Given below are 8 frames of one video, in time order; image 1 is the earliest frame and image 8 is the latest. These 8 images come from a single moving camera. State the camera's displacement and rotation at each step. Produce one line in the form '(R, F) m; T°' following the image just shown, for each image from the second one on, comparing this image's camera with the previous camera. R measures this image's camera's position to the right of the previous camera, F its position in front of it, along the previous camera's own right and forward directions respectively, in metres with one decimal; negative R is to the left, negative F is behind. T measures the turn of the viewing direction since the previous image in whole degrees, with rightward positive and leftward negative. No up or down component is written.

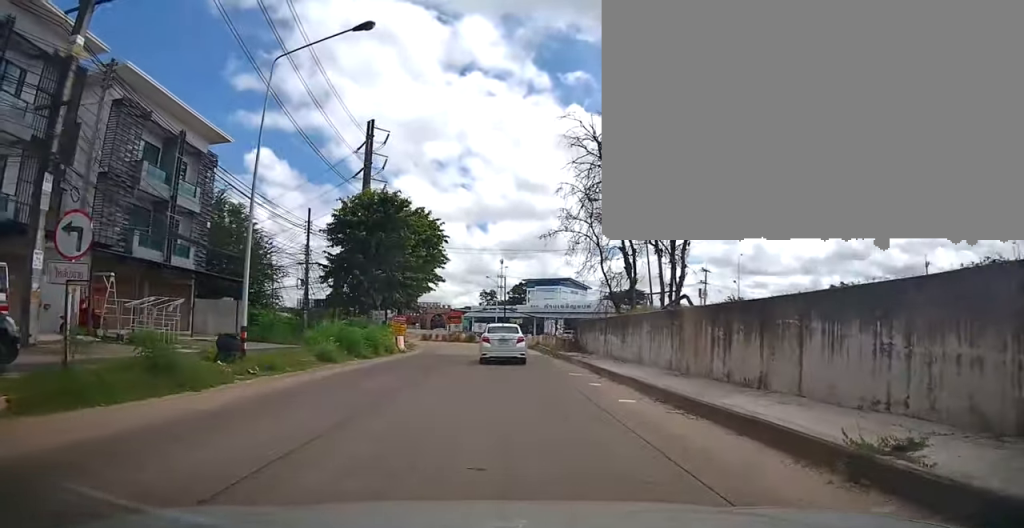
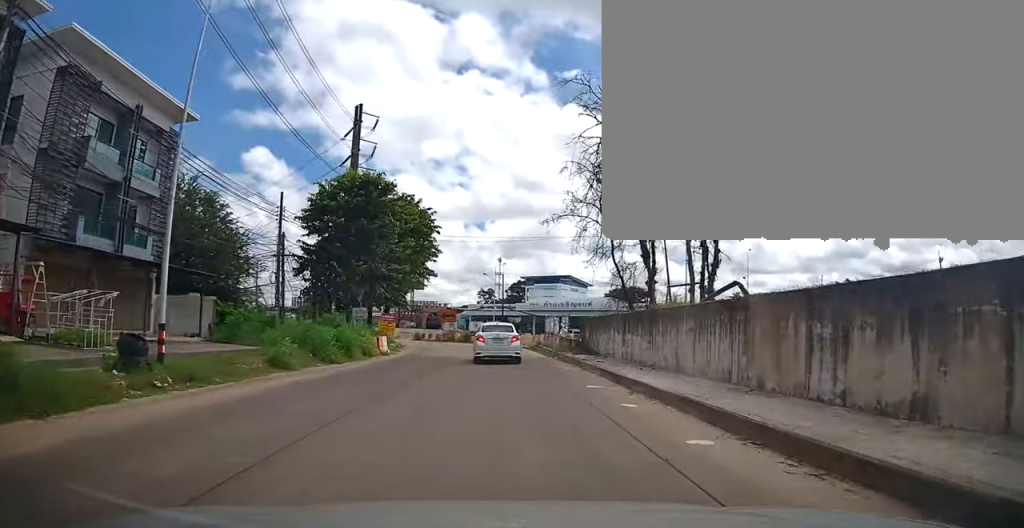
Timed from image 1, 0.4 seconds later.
(-0.1, +3.9) m; 0°
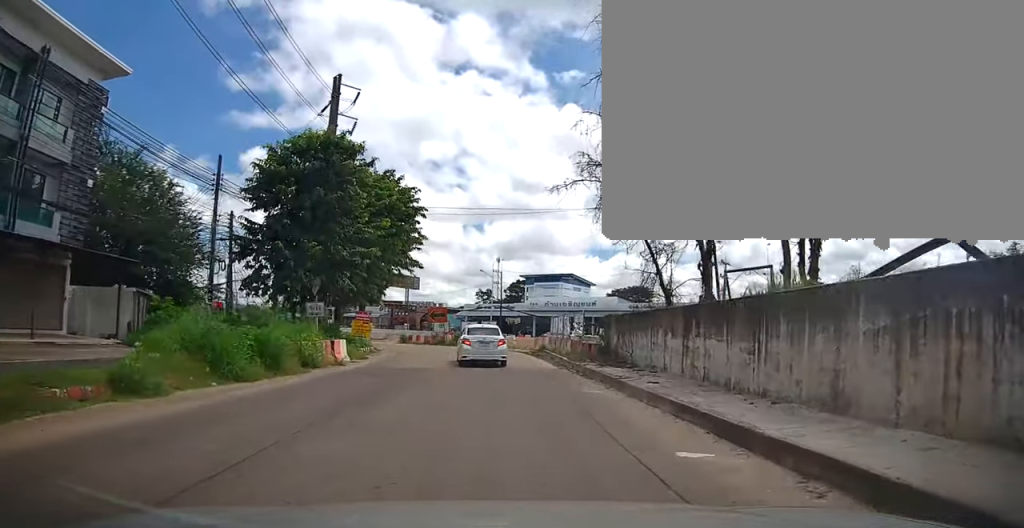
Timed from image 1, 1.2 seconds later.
(0.0, +6.6) m; 0°
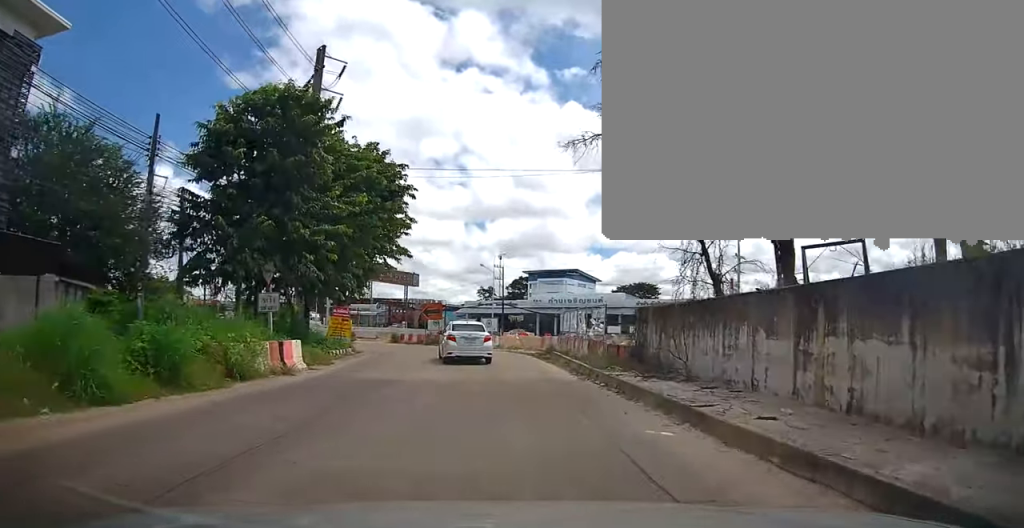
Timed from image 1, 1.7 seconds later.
(+0.1, +4.9) m; 0°
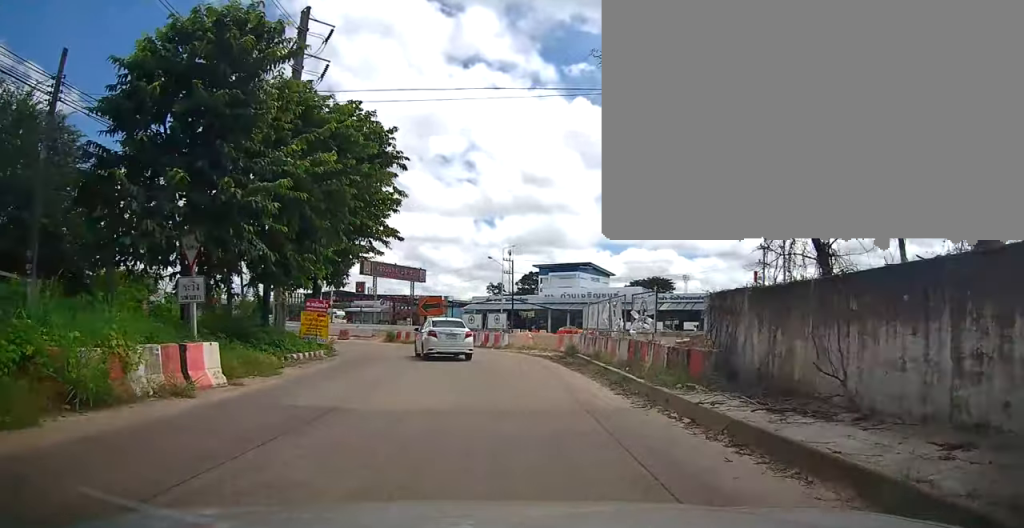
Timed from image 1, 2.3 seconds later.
(-0.1, +5.2) m; 0°
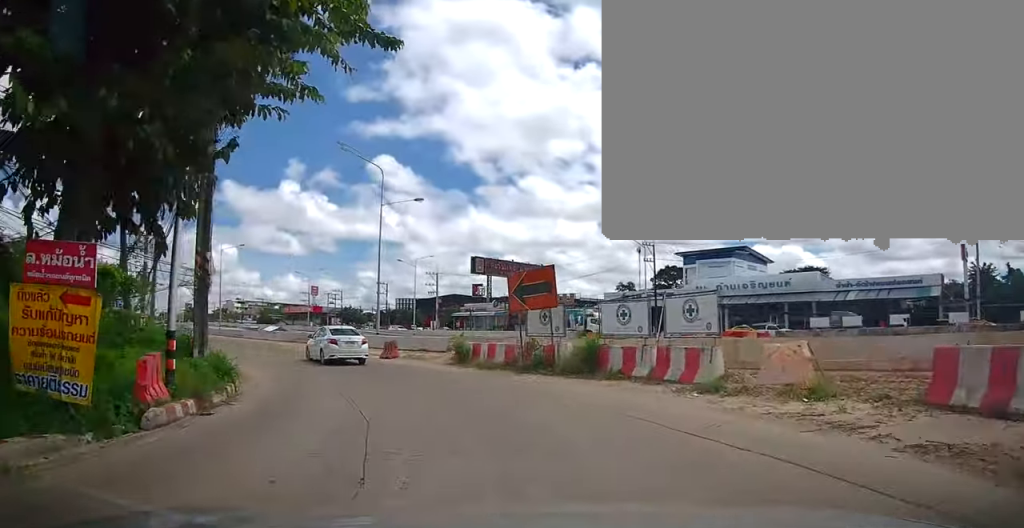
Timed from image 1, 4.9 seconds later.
(-0.8, +19.6) m; -11°
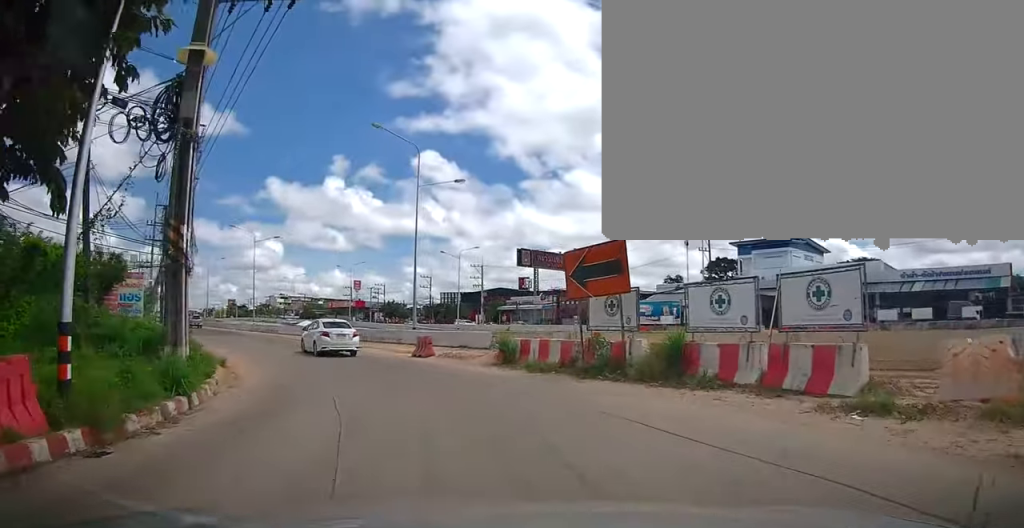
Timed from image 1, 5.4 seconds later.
(-0.2, +3.6) m; -5°
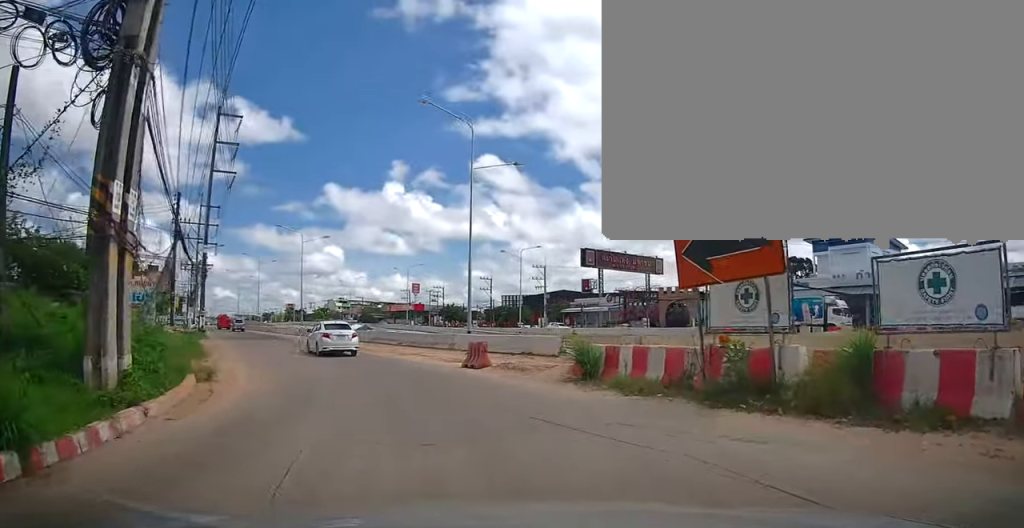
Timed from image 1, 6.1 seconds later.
(-0.3, +4.5) m; -4°
